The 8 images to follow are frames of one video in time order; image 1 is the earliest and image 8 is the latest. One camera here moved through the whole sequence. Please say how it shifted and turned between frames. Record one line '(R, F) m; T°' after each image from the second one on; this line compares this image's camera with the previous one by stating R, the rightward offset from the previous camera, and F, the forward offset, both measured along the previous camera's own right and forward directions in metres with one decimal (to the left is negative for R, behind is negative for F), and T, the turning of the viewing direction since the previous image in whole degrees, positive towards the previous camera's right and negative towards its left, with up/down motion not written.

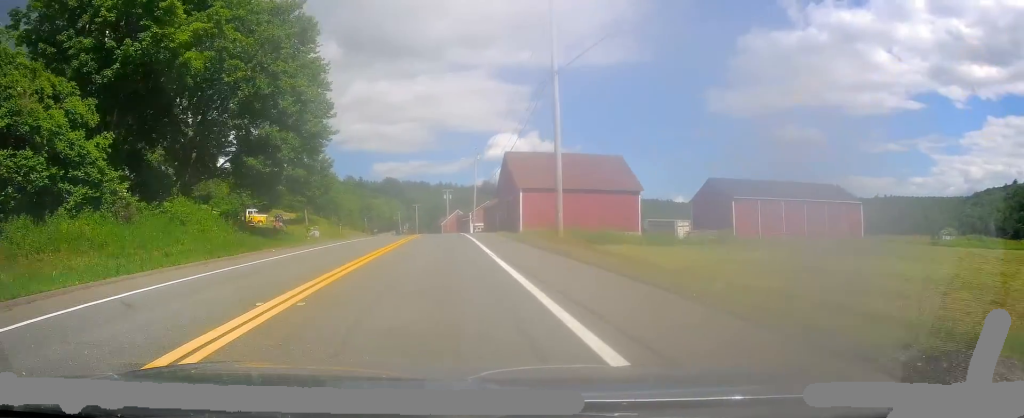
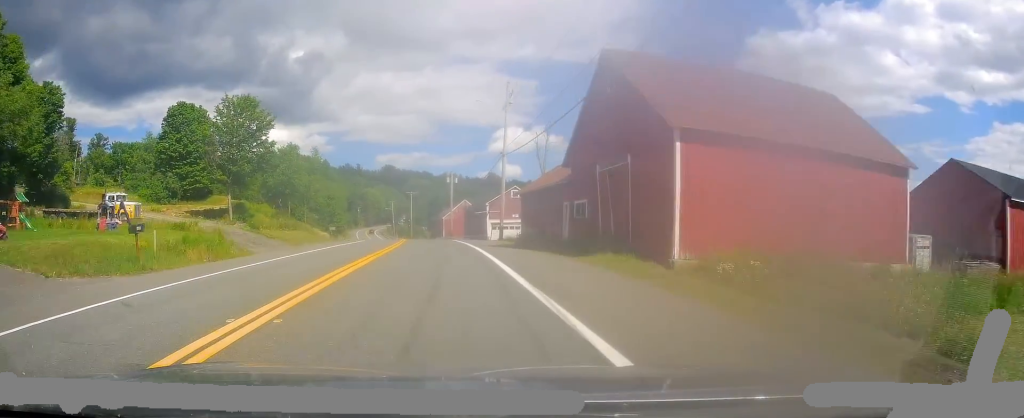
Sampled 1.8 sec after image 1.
(0.0, +36.6) m; -2°
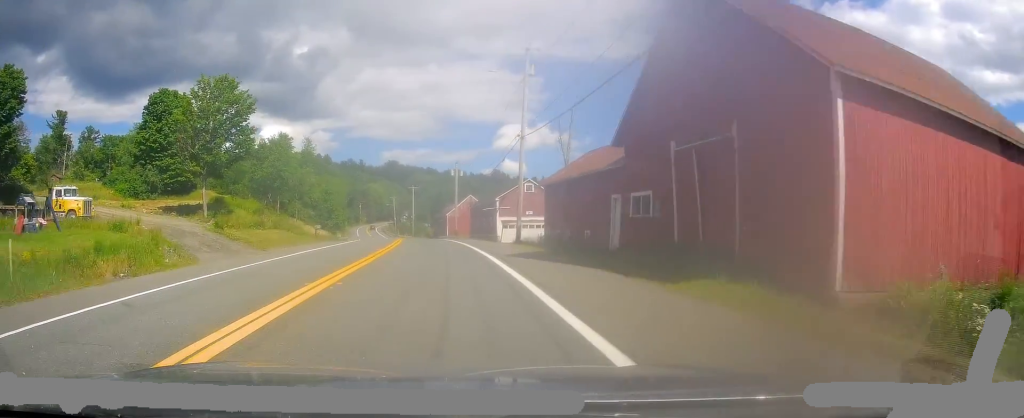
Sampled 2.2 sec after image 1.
(0.0, +8.8) m; -1°
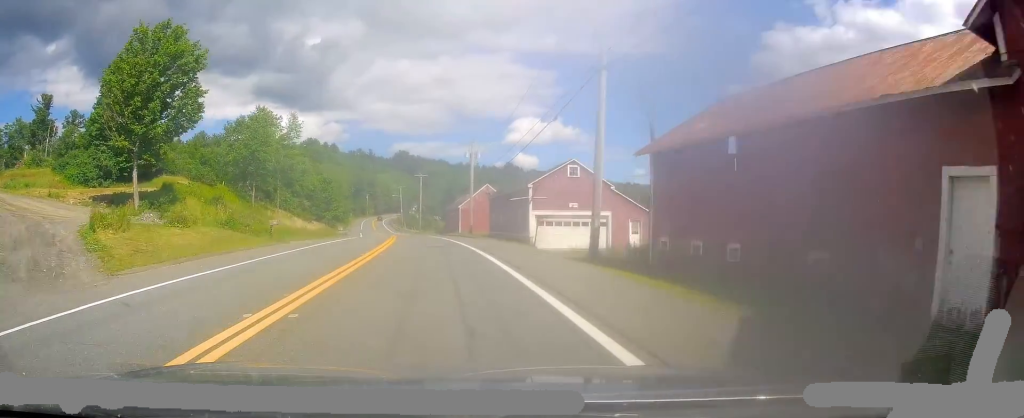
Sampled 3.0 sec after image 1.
(-0.3, +14.8) m; -1°
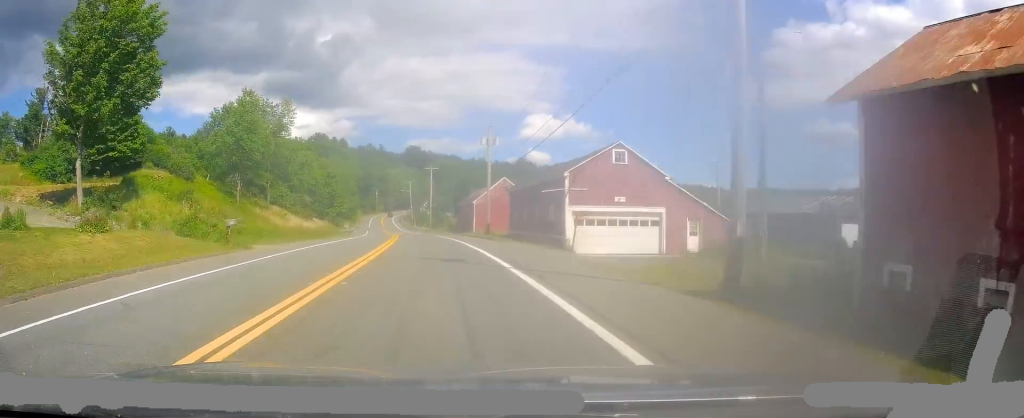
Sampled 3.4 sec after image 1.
(-0.2, +9.4) m; 0°
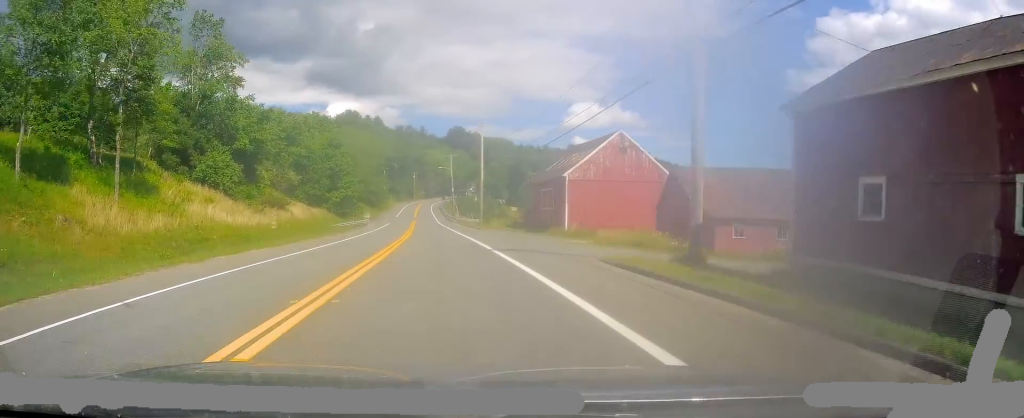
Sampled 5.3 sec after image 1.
(-0.6, +38.2) m; -4°
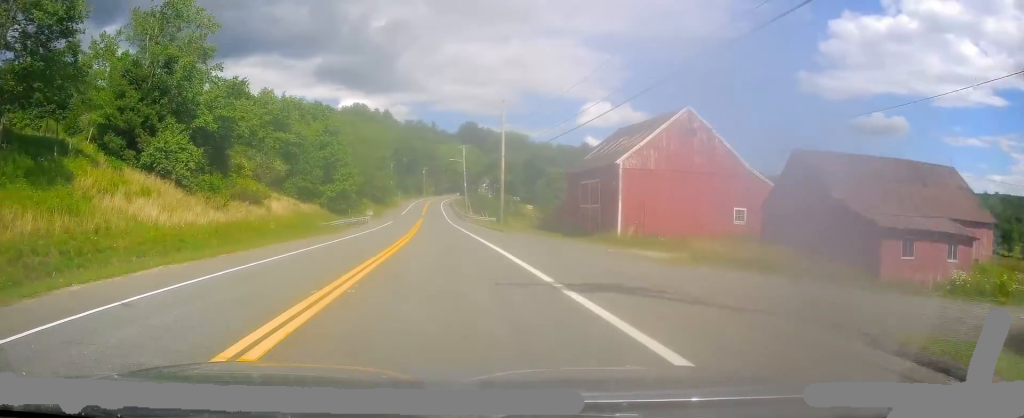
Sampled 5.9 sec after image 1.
(-0.3, +11.8) m; -1°
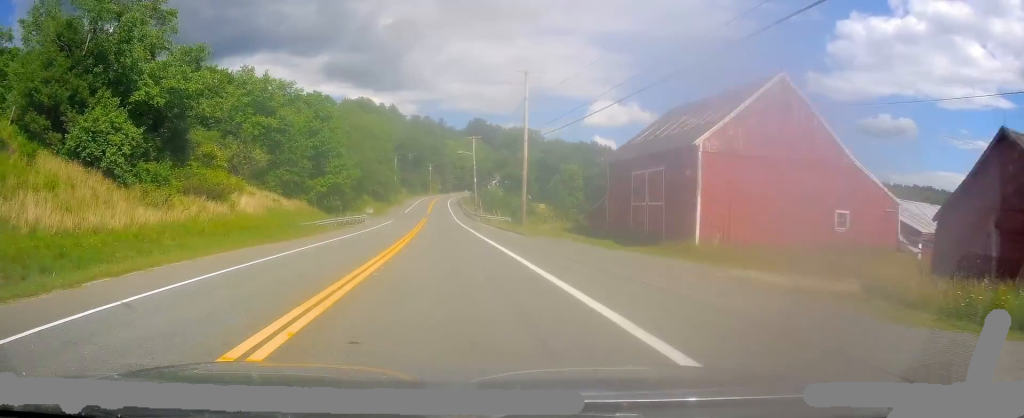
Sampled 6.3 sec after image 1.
(-0.1, +9.0) m; -1°
